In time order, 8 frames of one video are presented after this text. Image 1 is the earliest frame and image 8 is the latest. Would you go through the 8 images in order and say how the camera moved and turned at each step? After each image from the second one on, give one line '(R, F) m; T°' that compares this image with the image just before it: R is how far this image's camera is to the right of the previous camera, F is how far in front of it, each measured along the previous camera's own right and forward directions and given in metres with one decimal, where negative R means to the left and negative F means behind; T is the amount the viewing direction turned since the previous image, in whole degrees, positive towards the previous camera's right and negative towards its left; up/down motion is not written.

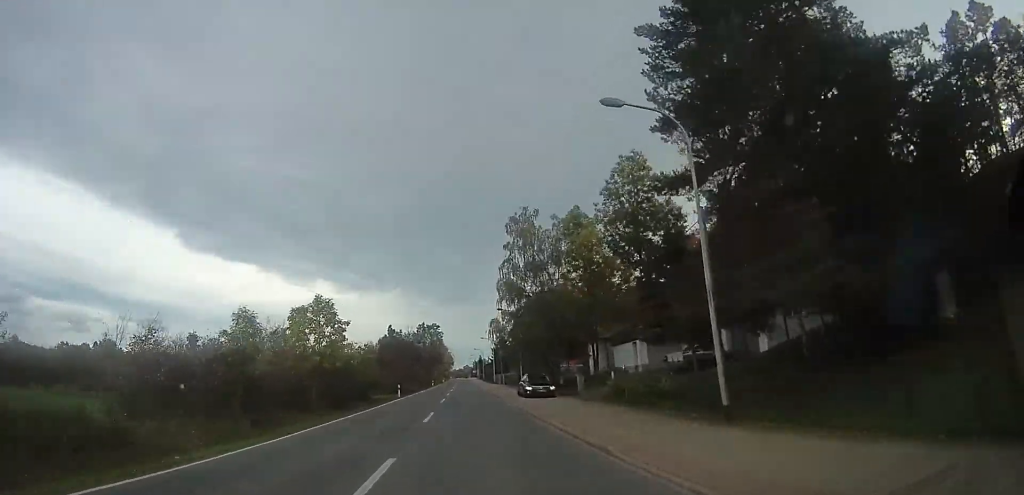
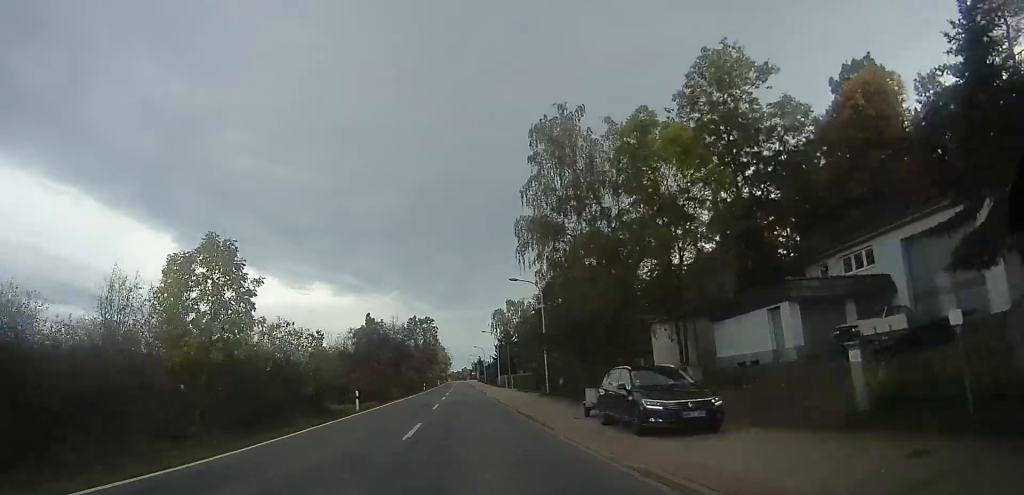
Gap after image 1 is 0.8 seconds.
(0.0, +16.5) m; +1°
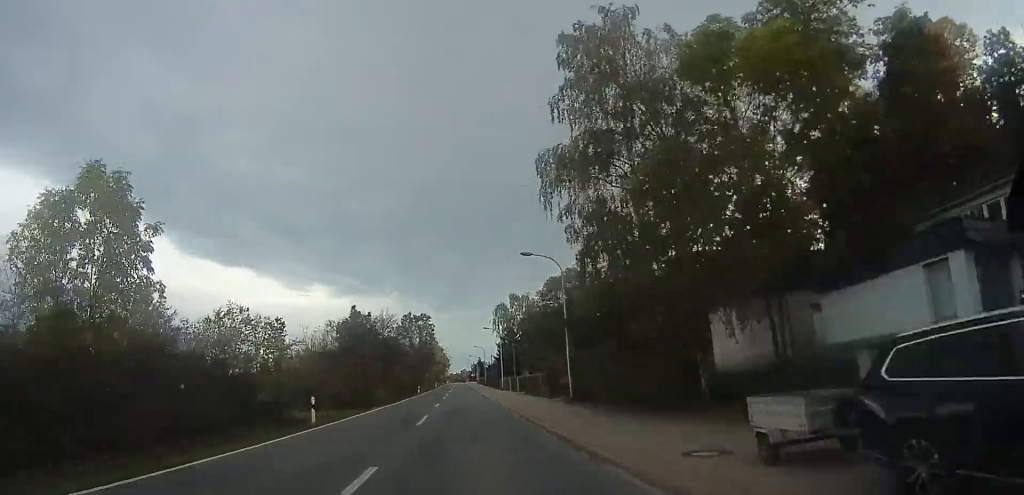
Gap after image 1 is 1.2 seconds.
(-0.1, +7.9) m; +1°
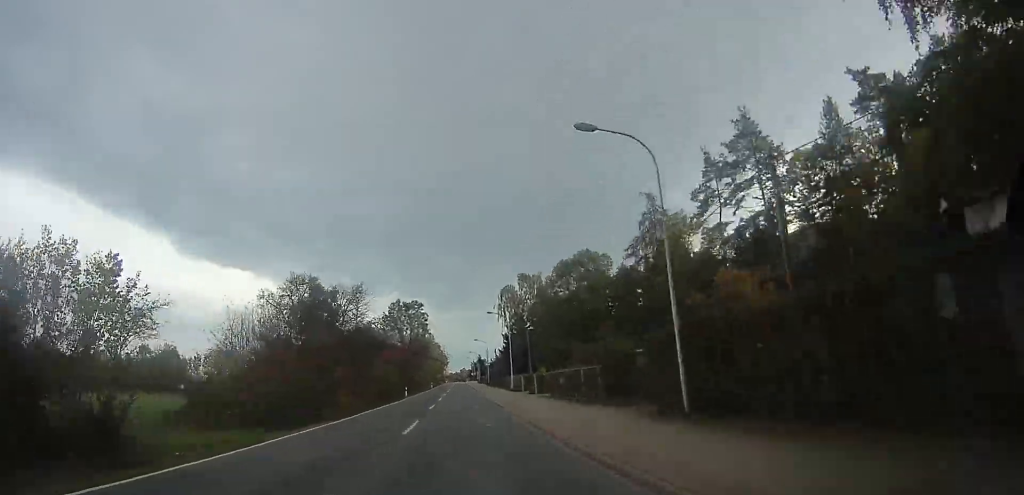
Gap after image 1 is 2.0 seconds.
(+0.3, +14.3) m; +2°
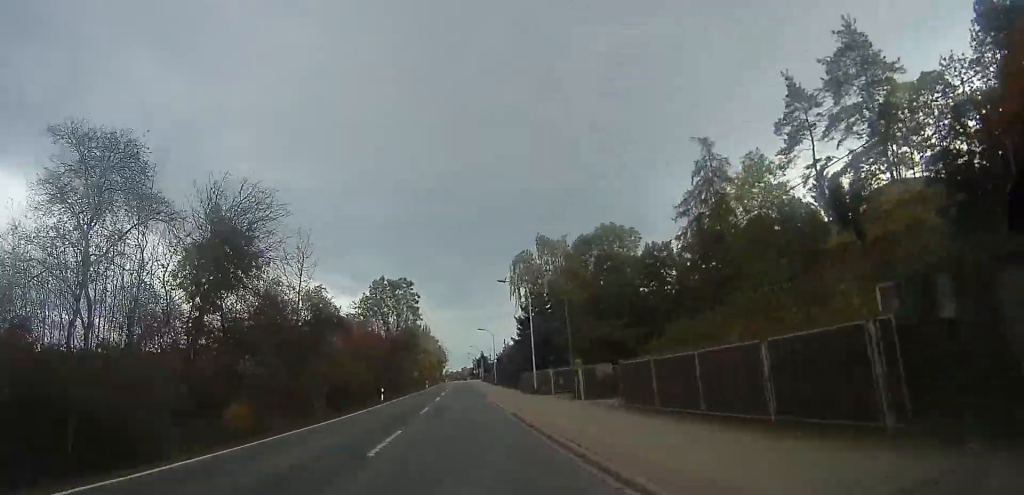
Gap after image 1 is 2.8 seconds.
(+0.3, +16.2) m; 0°
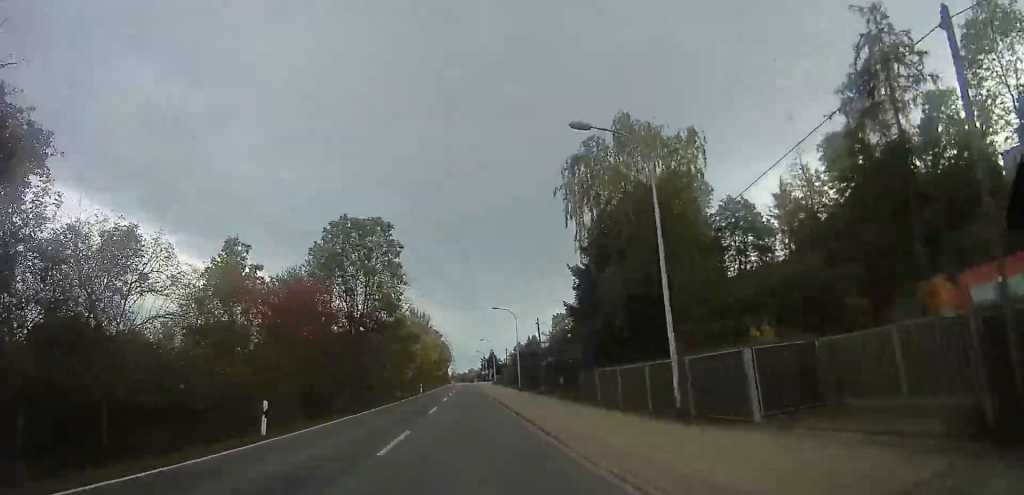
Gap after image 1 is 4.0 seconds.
(-0.5, +23.3) m; -3°
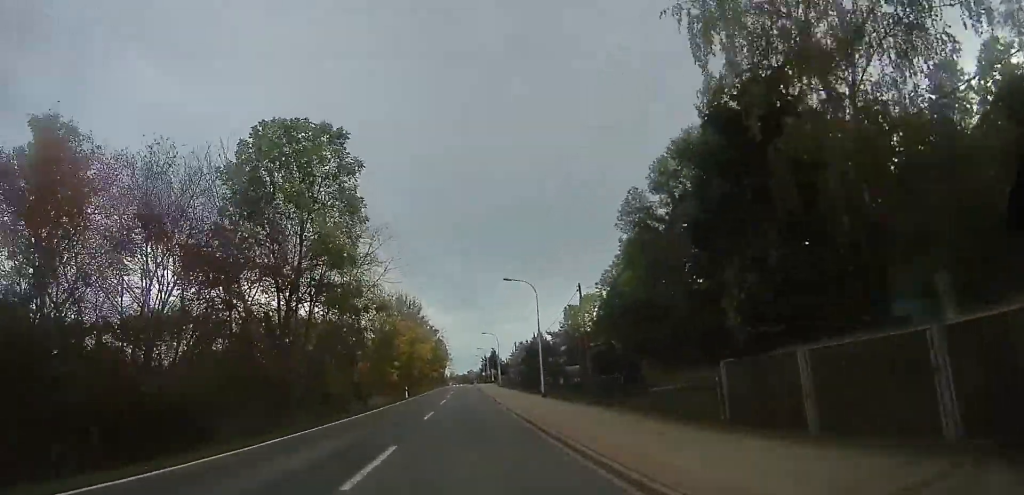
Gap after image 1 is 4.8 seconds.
(-0.3, +14.9) m; -1°
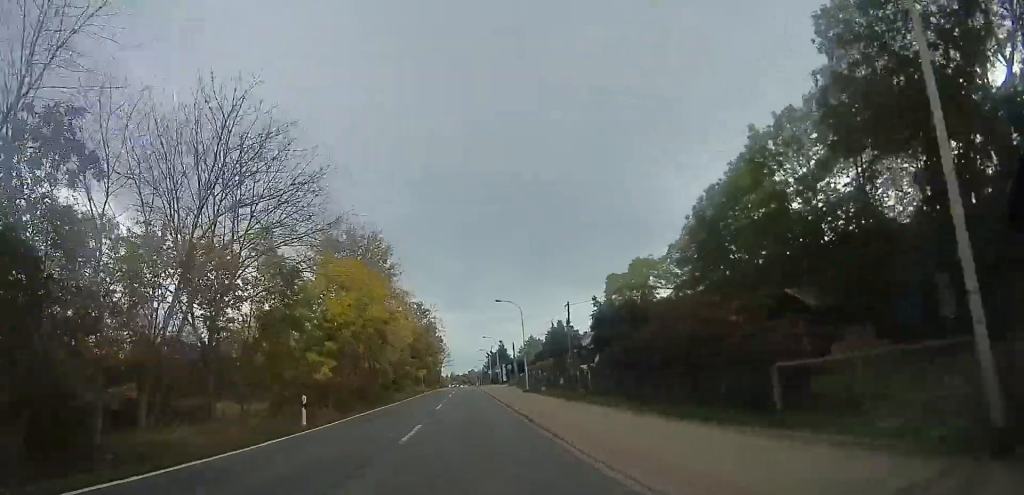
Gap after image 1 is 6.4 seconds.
(0.0, +31.0) m; 0°
